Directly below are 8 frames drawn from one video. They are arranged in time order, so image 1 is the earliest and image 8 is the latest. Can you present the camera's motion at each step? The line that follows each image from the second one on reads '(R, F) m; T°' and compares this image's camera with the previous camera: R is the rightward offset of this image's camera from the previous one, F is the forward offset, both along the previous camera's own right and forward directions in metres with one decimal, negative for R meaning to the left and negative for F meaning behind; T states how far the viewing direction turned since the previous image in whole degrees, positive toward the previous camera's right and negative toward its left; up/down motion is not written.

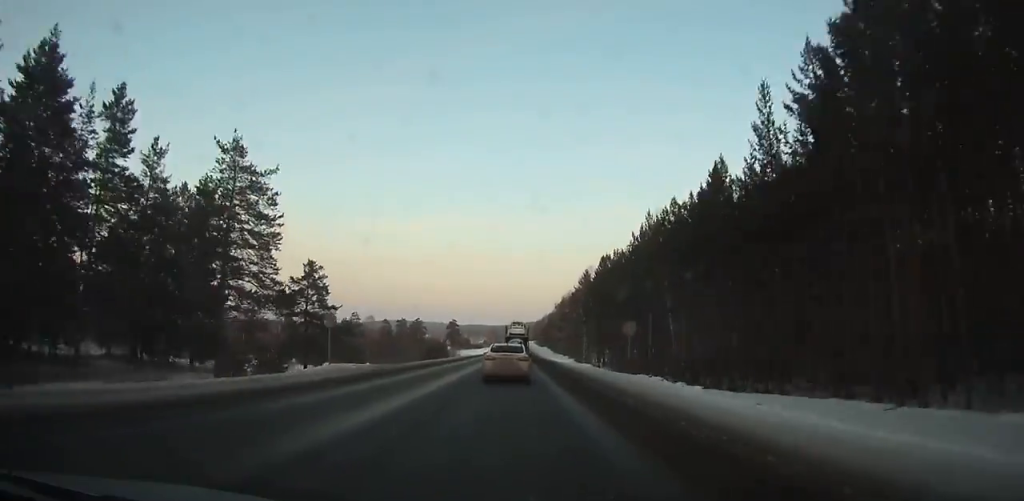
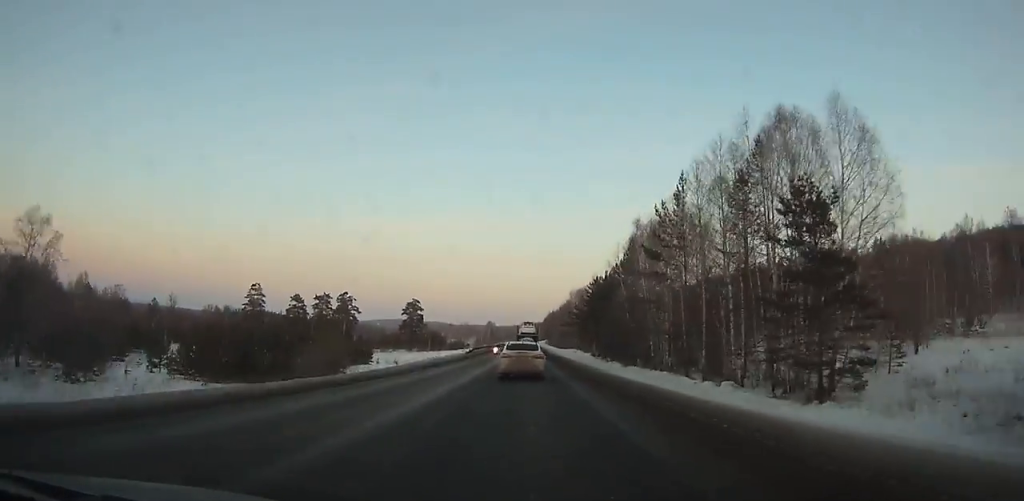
(+0.5, +117.9) m; 0°
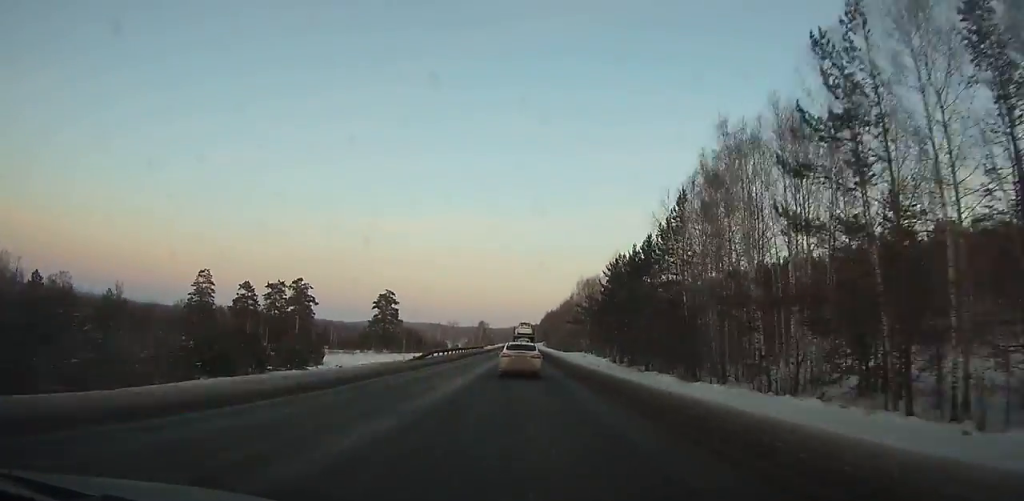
(+0.1, +30.1) m; 0°
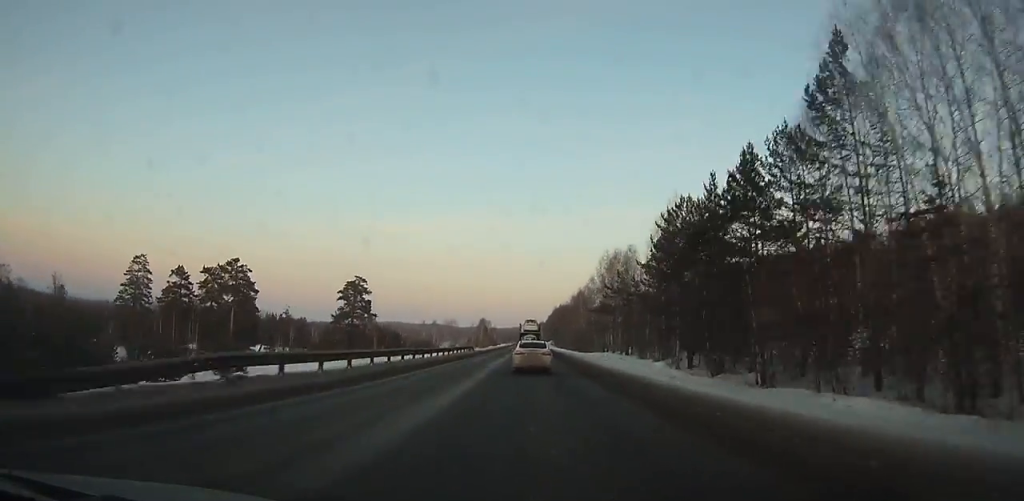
(-0.1, +33.5) m; 0°
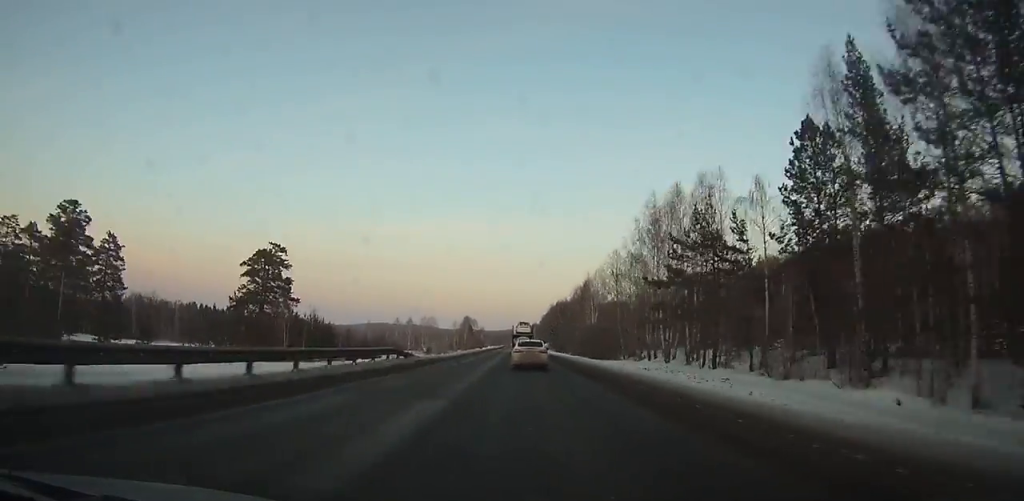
(-0.1, +40.5) m; 0°
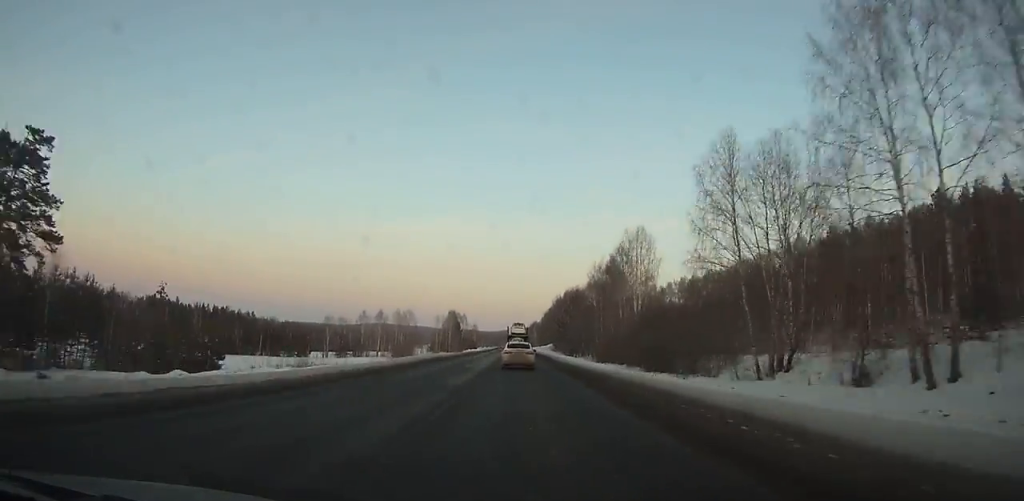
(+0.2, +48.6) m; 0°
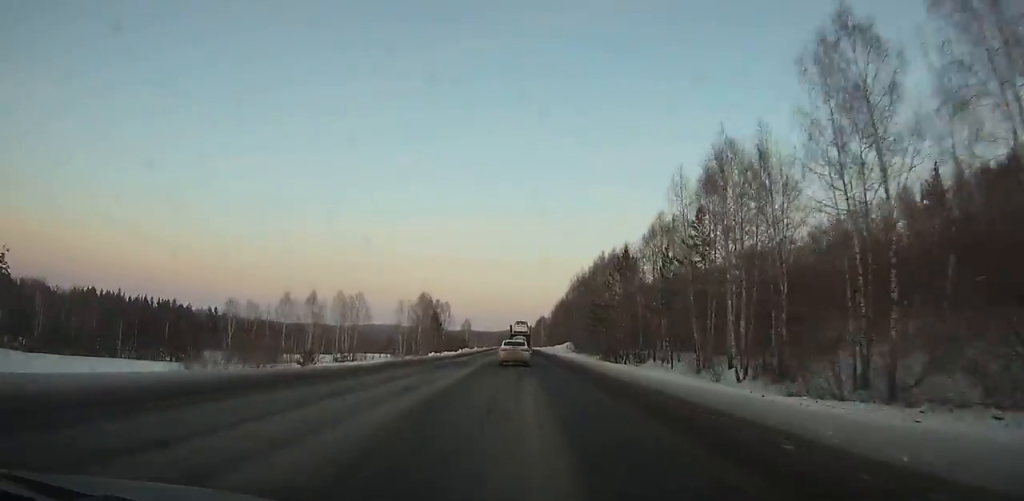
(0.0, +64.1) m; 0°
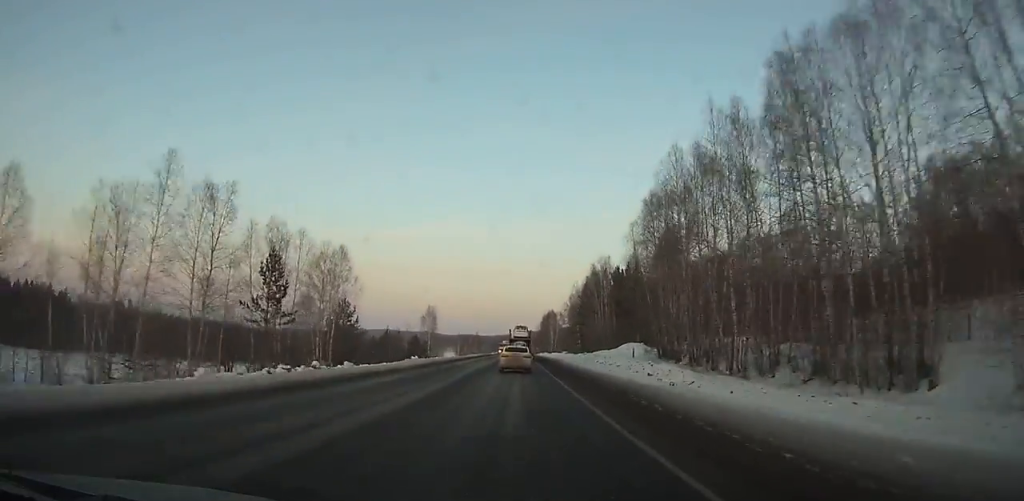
(+0.1, +93.3) m; 0°
